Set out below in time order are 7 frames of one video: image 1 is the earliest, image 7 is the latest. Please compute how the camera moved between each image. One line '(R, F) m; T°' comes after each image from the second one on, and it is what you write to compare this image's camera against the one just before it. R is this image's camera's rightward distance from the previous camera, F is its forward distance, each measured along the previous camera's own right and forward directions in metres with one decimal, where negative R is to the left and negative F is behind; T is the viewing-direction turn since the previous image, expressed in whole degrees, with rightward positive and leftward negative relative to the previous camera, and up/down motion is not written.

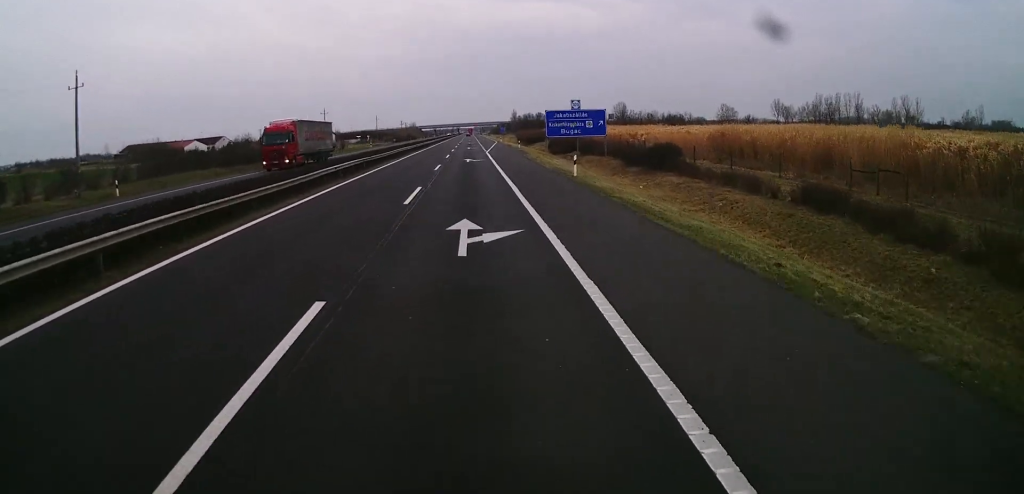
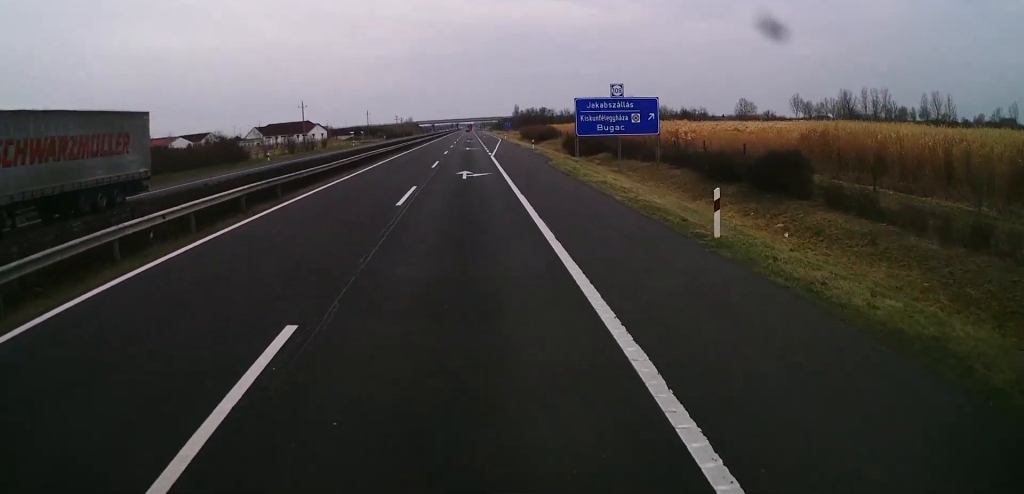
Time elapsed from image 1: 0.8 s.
(0.0, +19.2) m; 0°
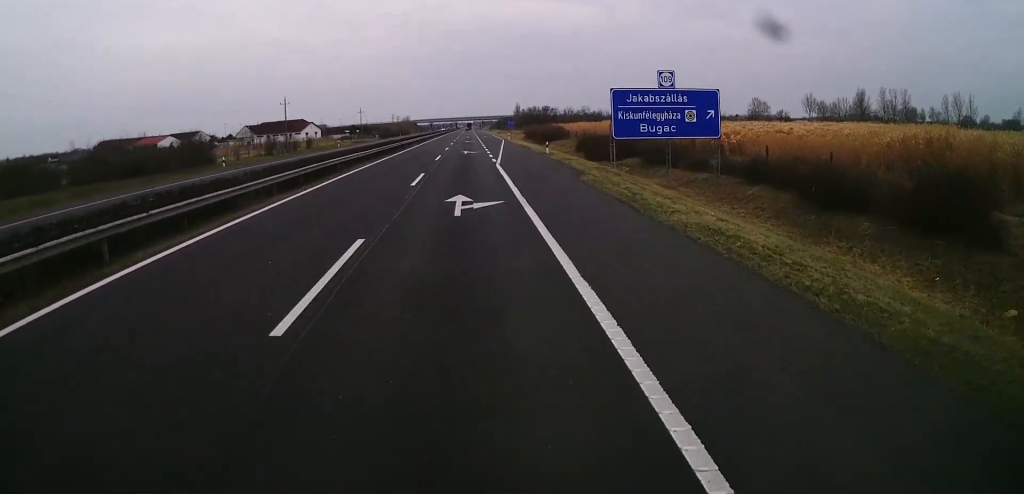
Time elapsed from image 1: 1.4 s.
(-0.1, +12.3) m; 0°
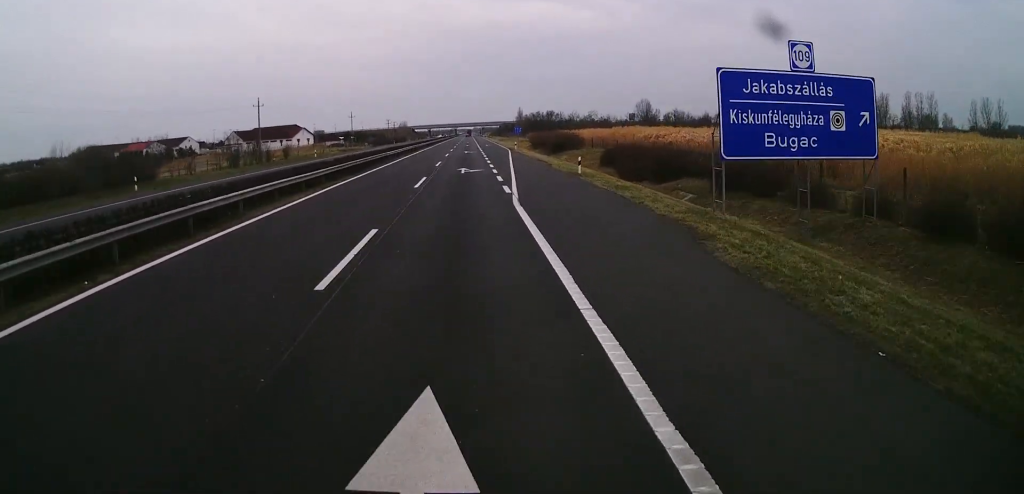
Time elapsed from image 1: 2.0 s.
(+0.2, +15.4) m; 0°
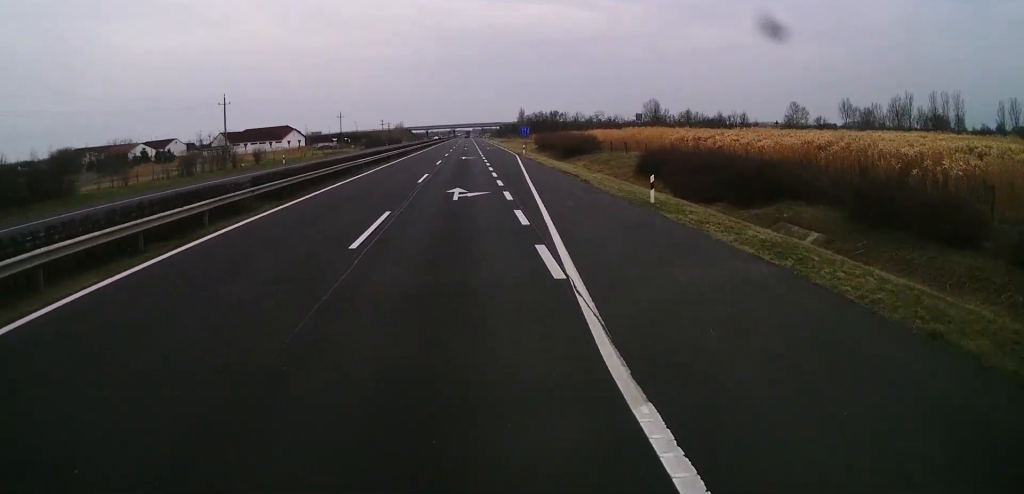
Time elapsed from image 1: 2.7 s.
(+0.1, +14.7) m; 0°
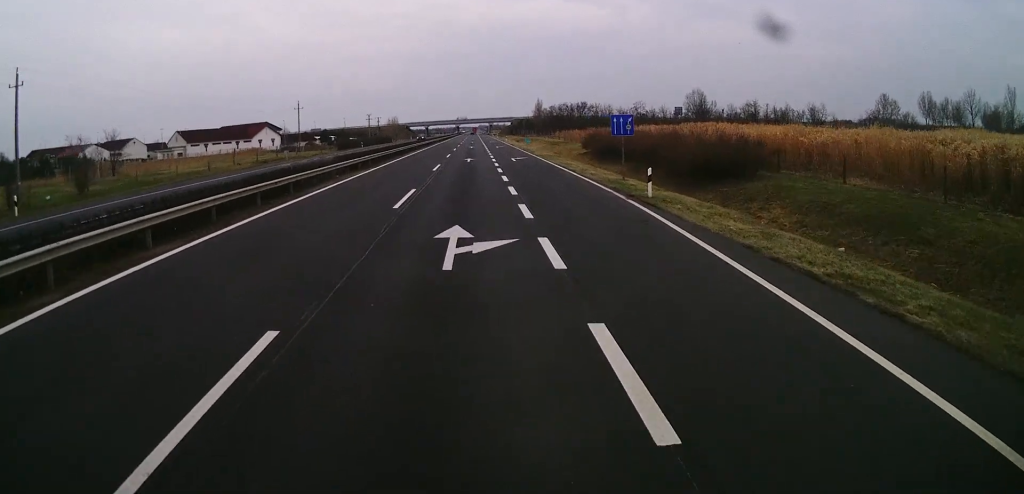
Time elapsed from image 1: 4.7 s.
(-0.1, +47.6) m; +1°
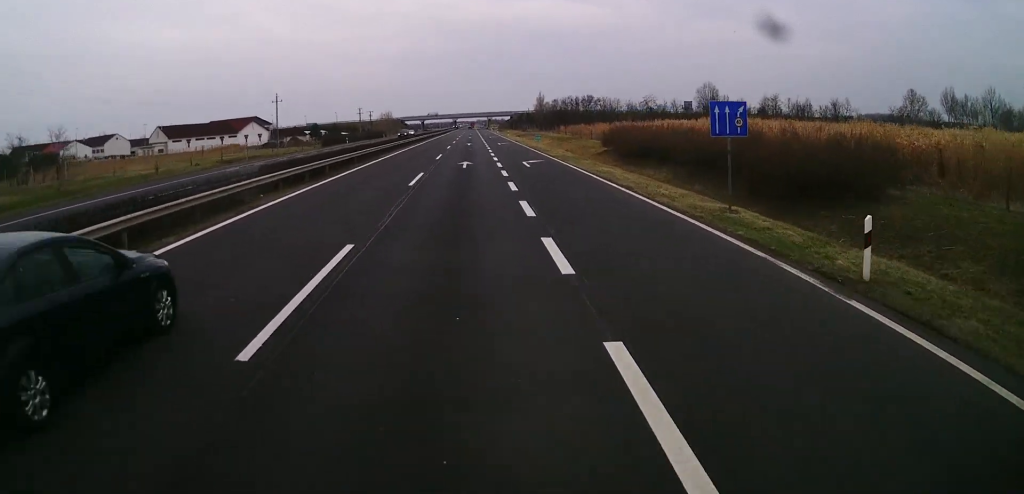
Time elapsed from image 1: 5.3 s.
(+0.1, +13.1) m; 0°
